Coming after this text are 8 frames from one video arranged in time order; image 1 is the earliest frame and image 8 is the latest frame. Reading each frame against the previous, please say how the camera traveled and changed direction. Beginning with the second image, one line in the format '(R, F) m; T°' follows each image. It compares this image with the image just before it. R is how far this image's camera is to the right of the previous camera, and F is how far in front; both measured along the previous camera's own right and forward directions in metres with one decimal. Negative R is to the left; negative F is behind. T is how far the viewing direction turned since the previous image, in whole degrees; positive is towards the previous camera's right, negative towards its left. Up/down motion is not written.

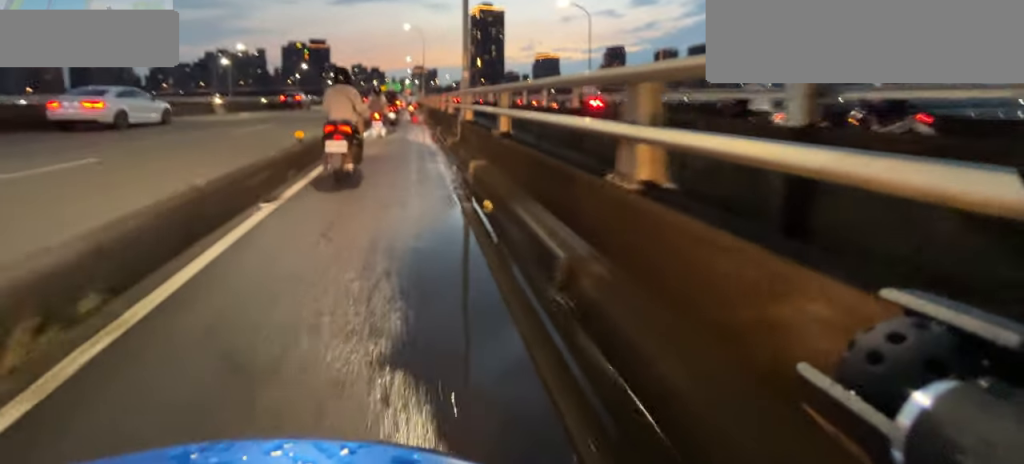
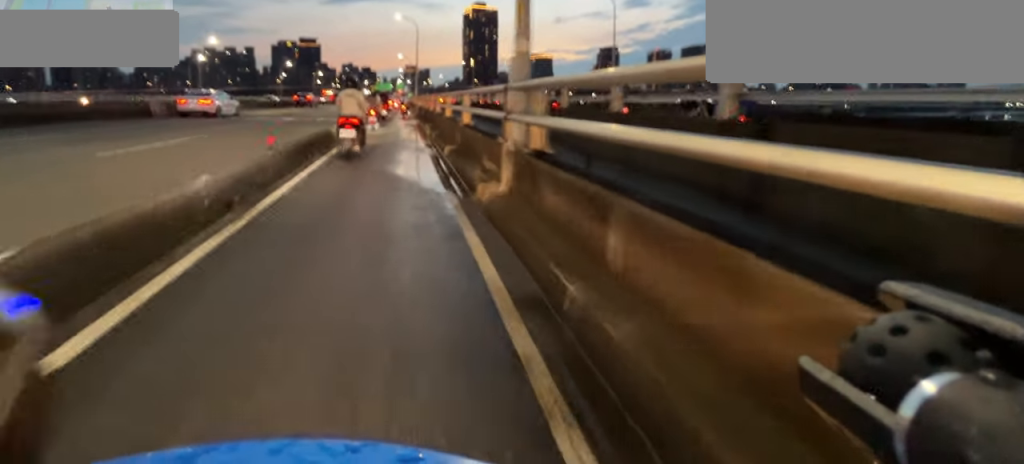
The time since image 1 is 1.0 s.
(+0.1, +5.9) m; +1°
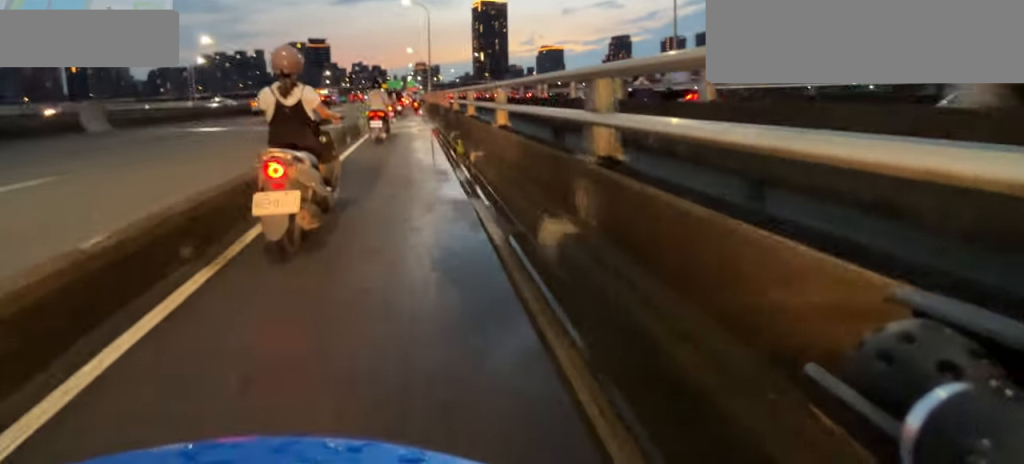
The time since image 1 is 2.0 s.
(0.0, +5.5) m; 0°
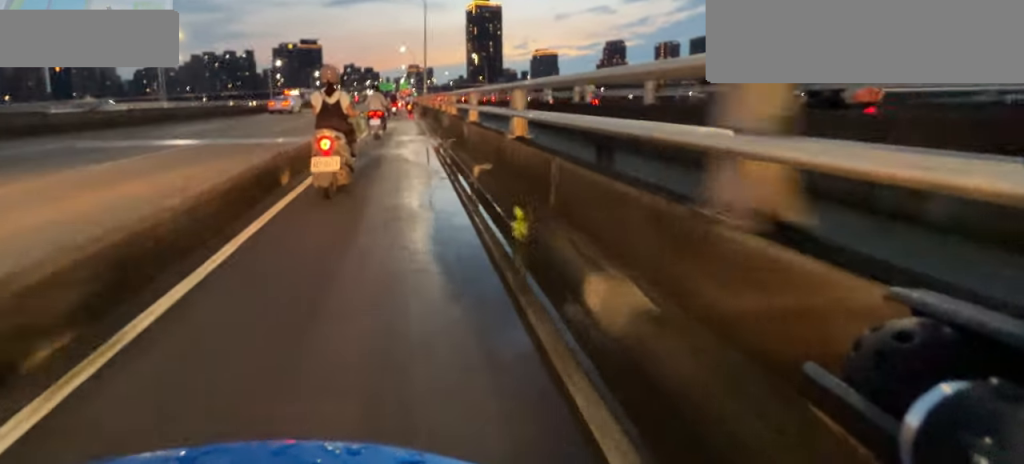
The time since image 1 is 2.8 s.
(0.0, +4.6) m; 0°
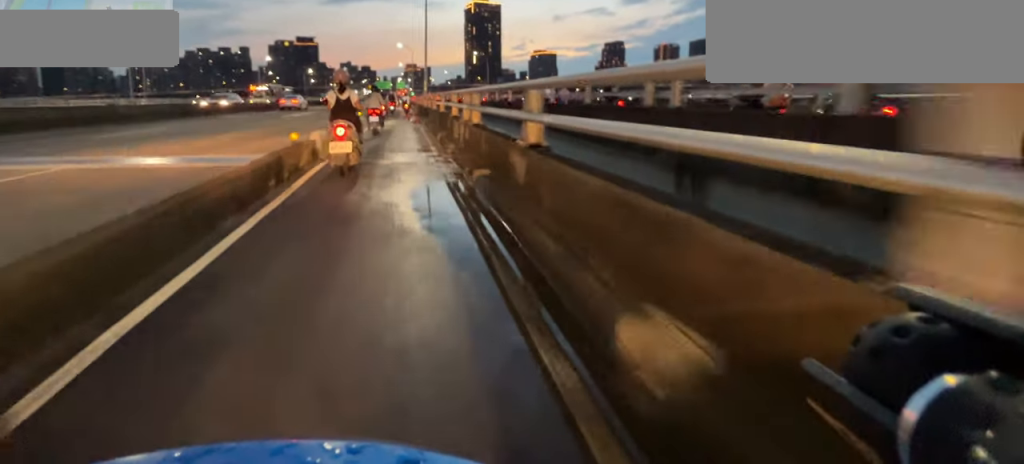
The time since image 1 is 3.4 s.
(0.0, +4.0) m; 0°
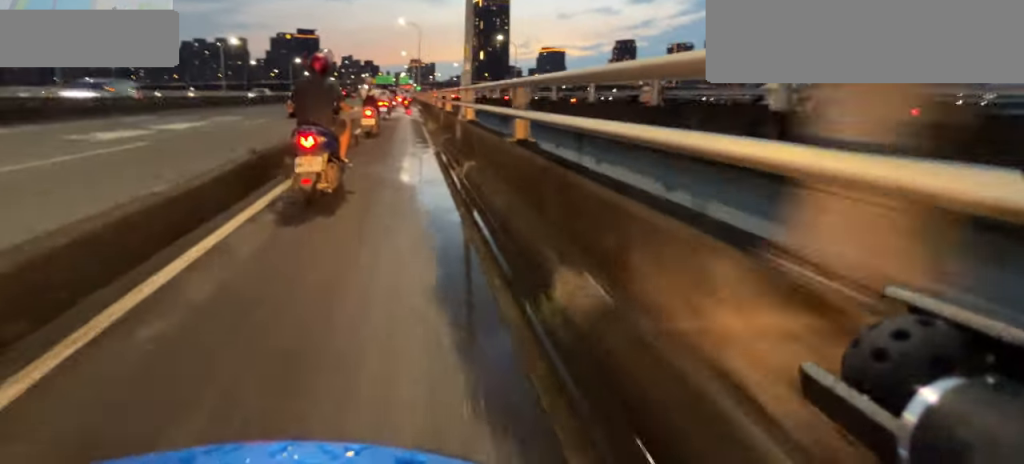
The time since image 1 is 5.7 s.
(+0.1, +18.2) m; 0°
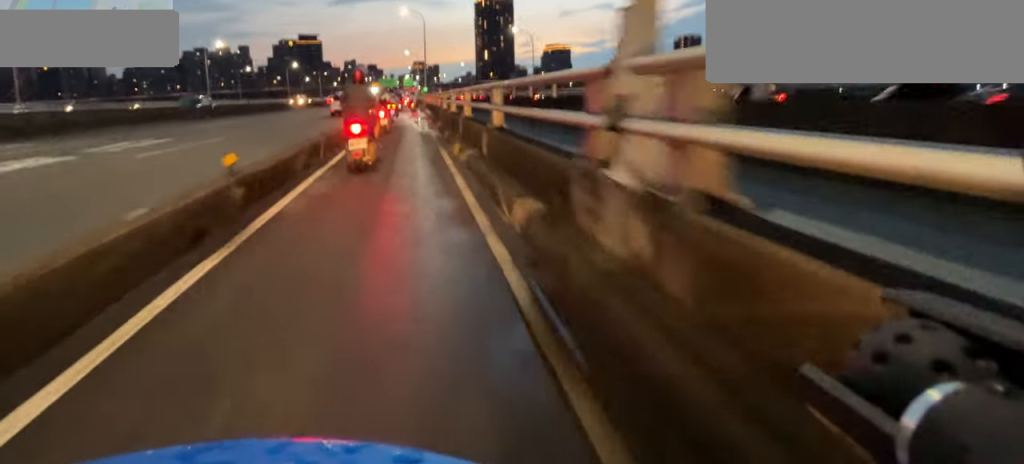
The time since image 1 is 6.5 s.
(0.0, +7.2) m; 0°
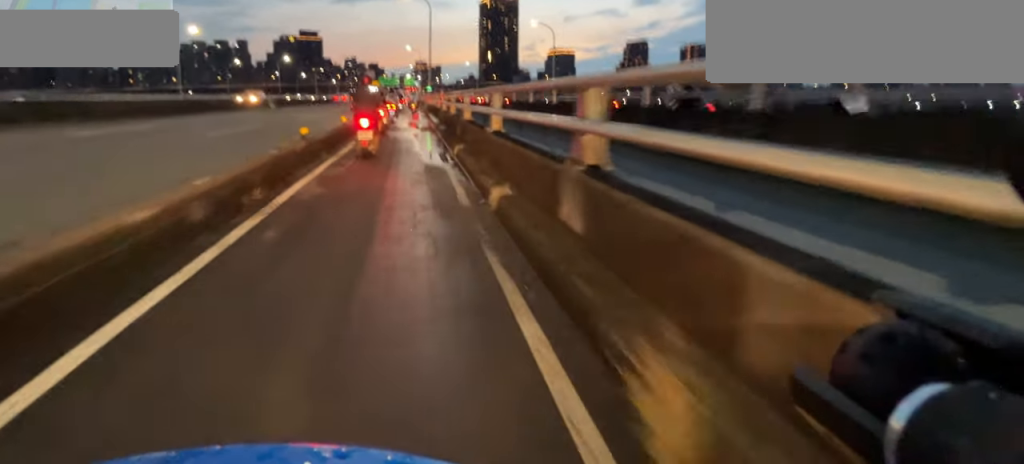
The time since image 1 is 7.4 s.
(0.0, +7.4) m; 0°
